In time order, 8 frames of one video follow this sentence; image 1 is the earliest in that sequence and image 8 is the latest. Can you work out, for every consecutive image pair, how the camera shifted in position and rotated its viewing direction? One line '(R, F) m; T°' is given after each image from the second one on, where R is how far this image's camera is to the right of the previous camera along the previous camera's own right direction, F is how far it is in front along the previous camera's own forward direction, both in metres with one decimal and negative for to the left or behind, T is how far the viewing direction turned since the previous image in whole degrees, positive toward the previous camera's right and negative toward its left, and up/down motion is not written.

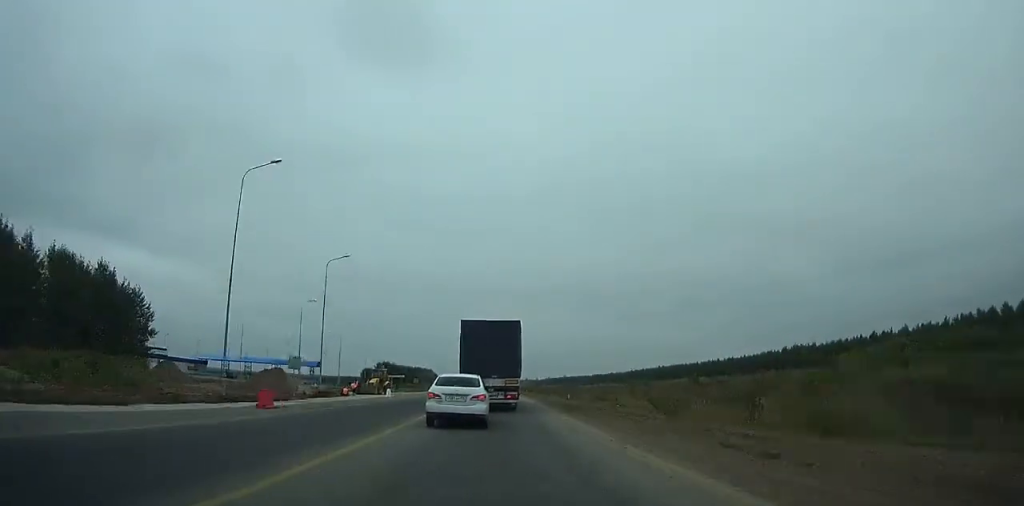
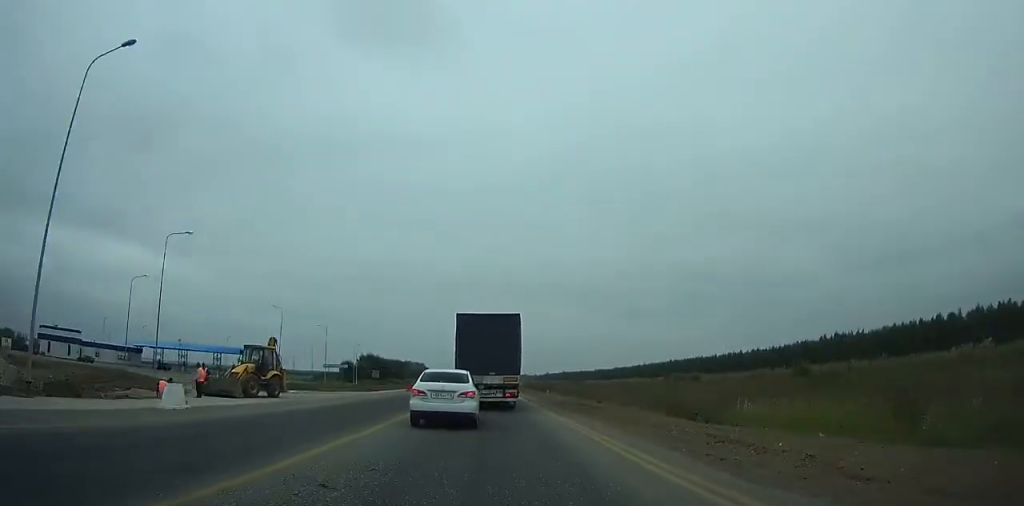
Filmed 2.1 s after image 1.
(0.0, +33.8) m; 0°
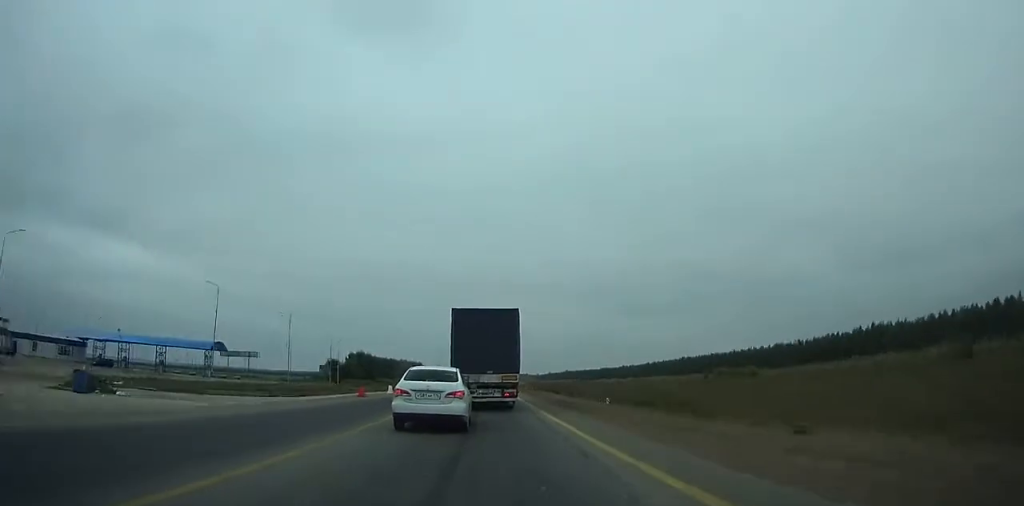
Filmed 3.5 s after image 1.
(0.0, +22.5) m; 0°
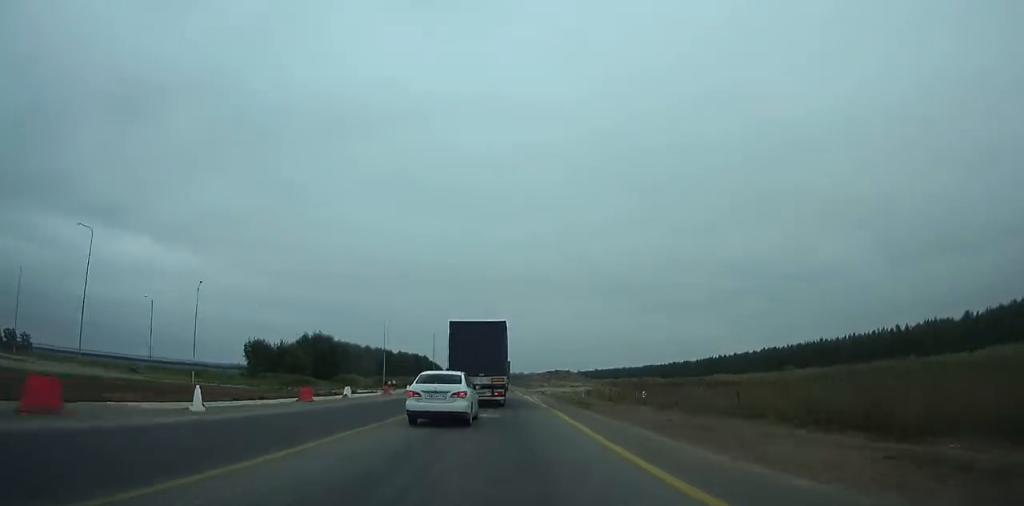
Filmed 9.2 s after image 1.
(-0.7, +90.4) m; -1°
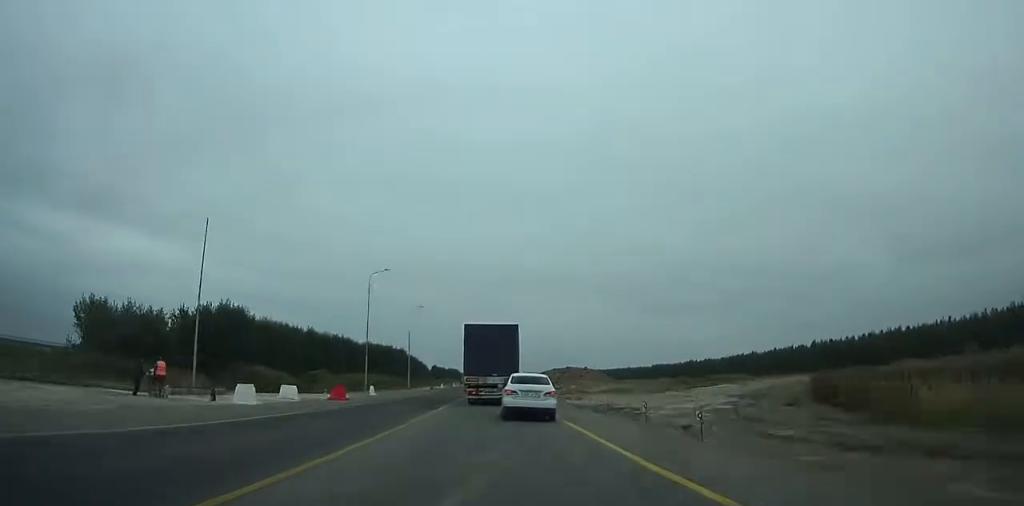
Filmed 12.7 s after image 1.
(-0.5, +54.7) m; -1°
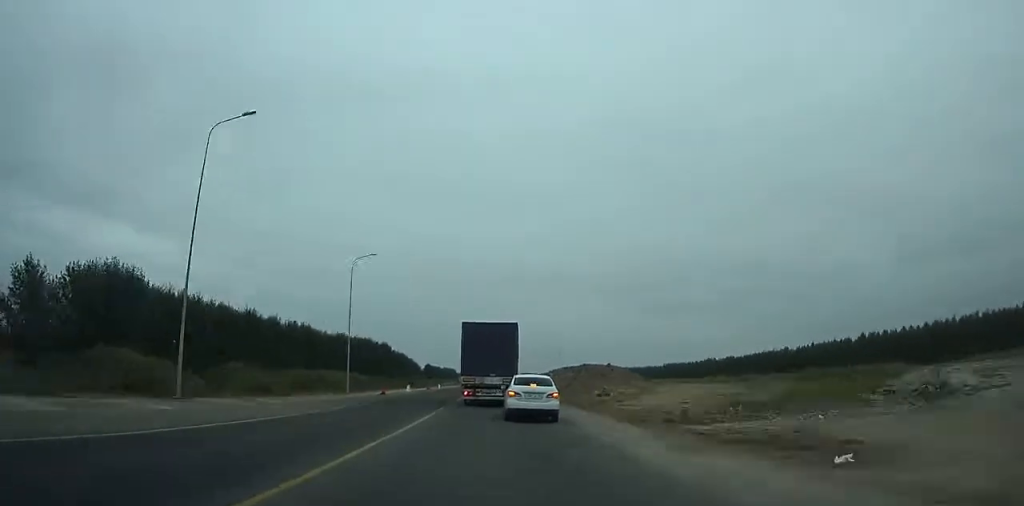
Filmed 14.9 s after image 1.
(0.0, +34.2) m; 0°
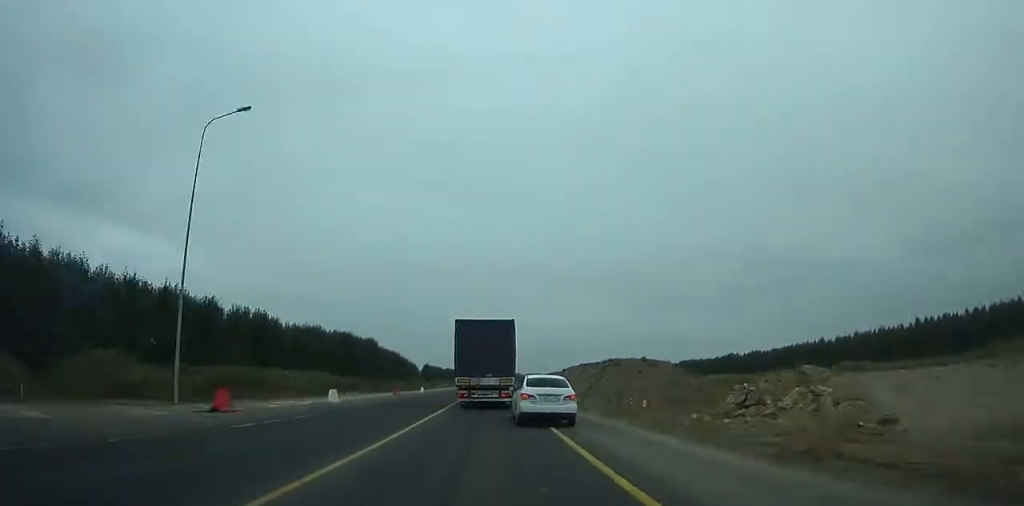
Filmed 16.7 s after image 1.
(0.0, +27.8) m; 0°
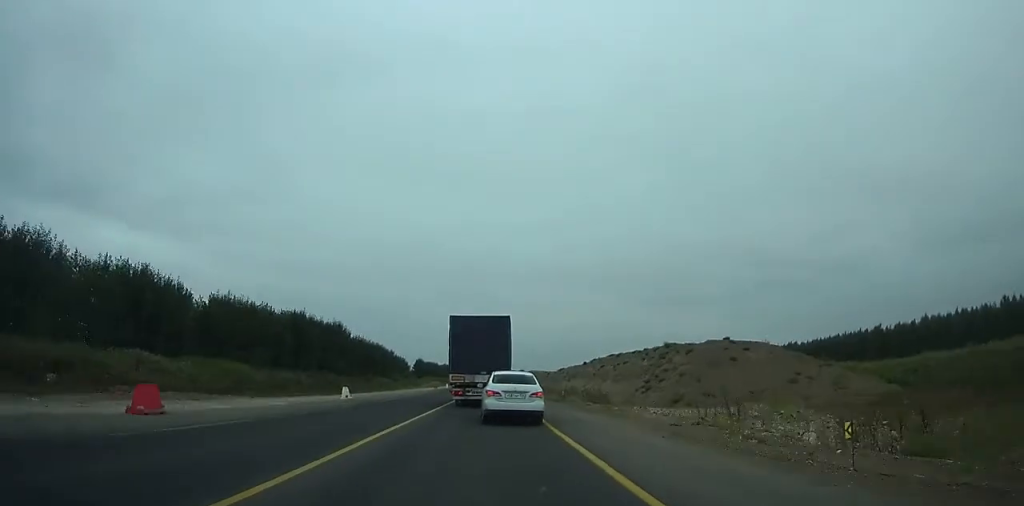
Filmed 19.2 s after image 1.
(0.0, +38.4) m; 0°
